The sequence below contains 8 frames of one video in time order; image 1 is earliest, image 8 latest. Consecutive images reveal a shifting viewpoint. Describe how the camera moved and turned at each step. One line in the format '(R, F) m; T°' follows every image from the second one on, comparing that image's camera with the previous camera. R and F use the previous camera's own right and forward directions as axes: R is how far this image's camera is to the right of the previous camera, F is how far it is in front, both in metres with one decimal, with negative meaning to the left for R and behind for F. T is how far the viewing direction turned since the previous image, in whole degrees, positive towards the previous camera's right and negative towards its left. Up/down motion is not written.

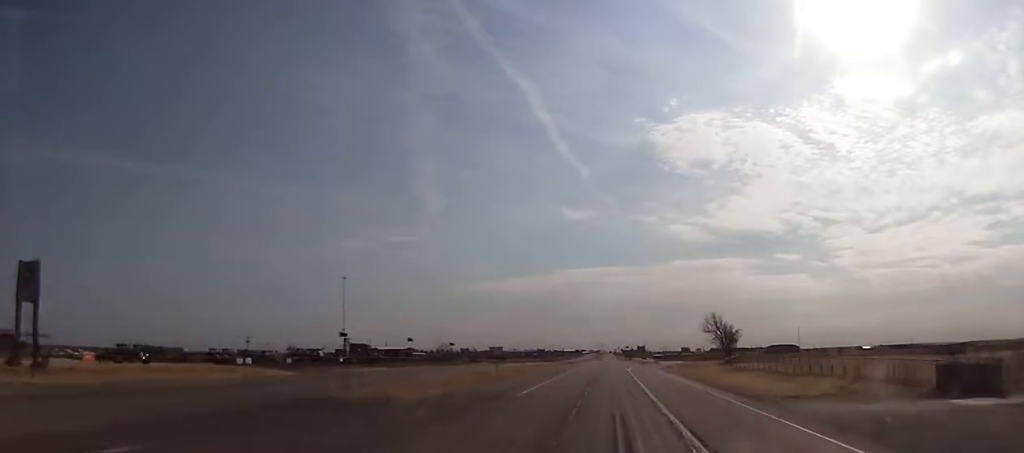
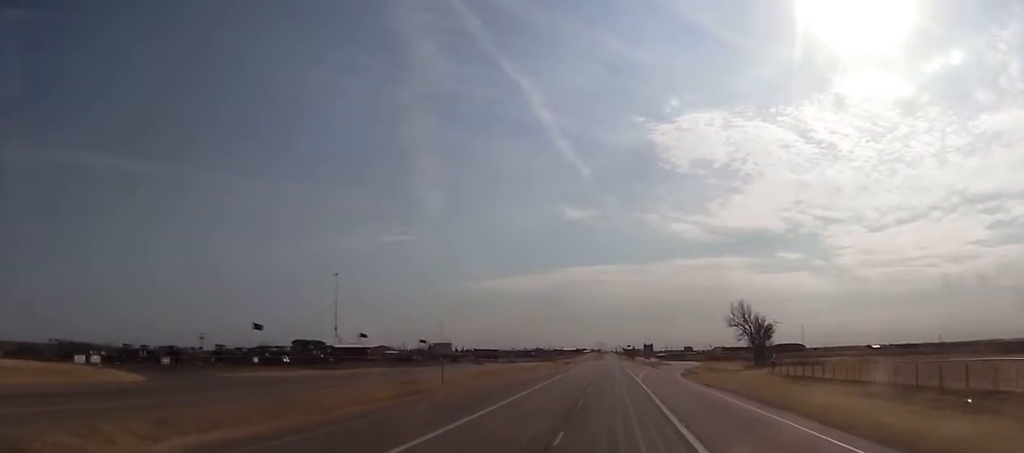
(+0.4, +29.9) m; 0°
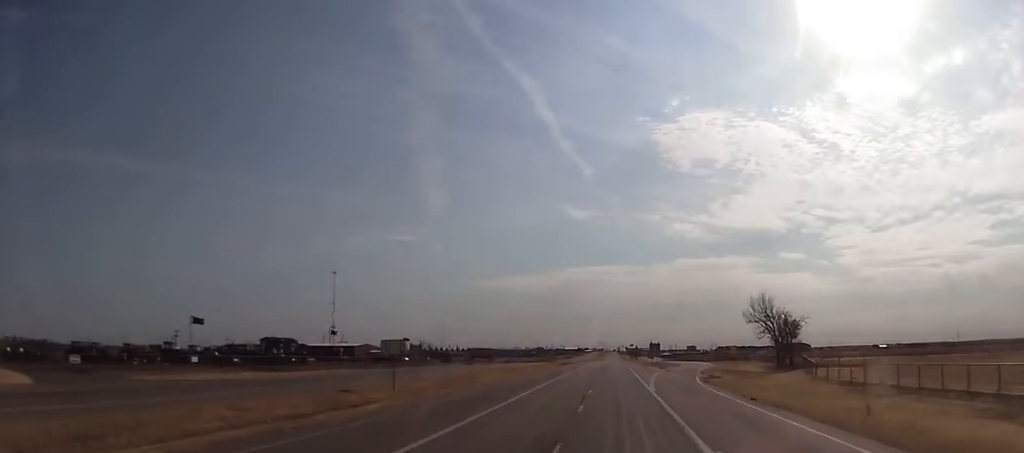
(-0.5, +14.9) m; 0°
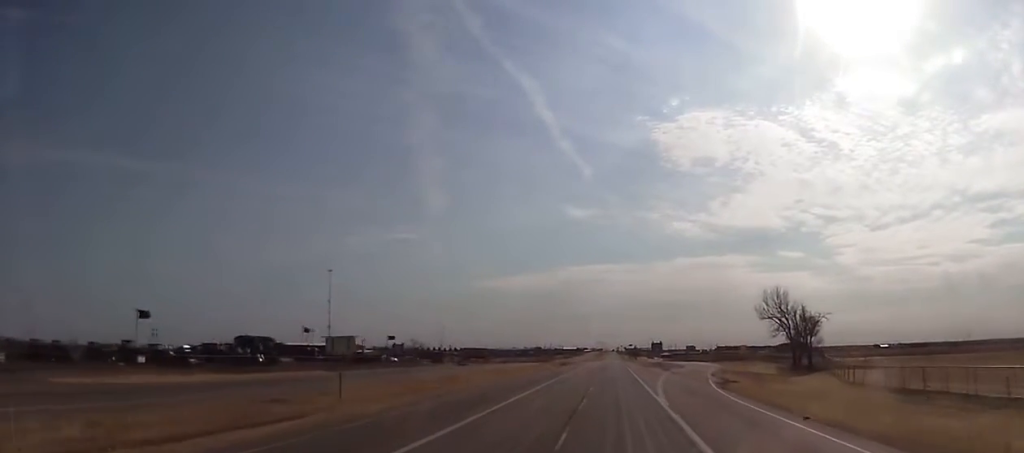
(+0.2, +9.6) m; 0°
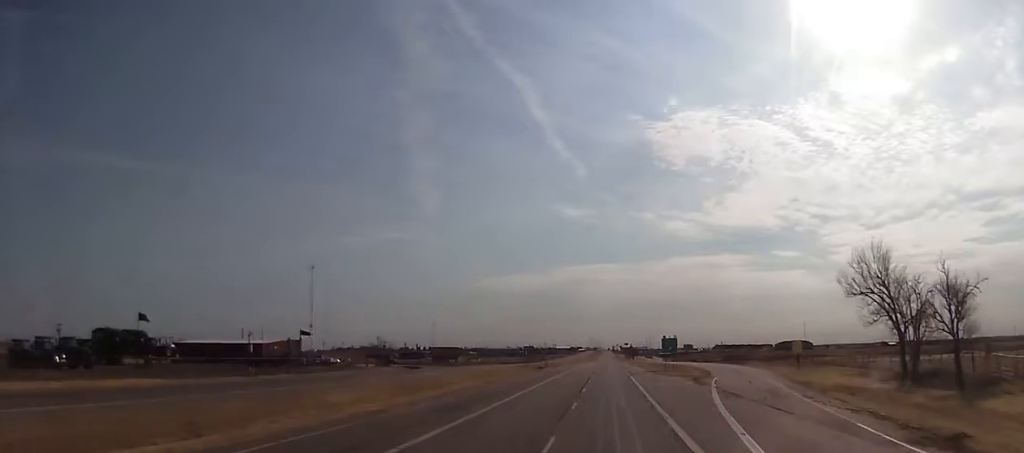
(-0.1, +37.7) m; 0°
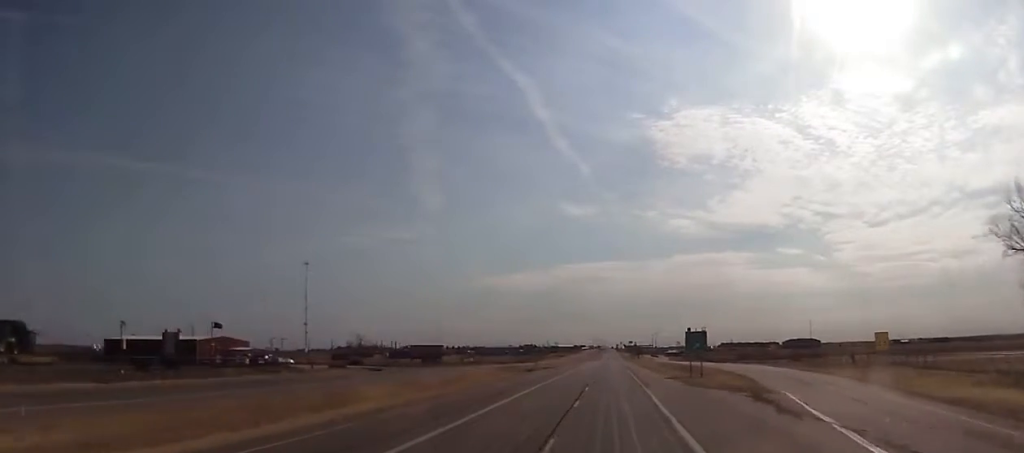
(+0.5, +25.1) m; 0°
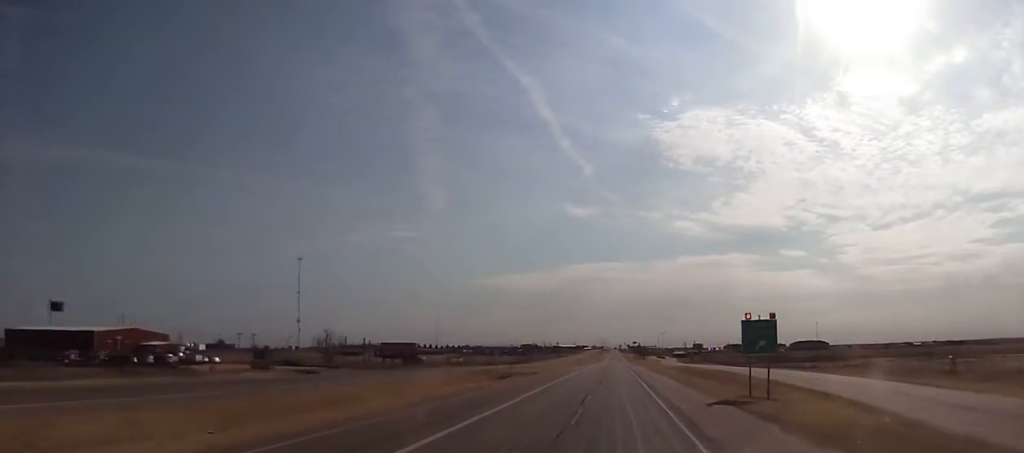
(-0.2, +27.3) m; 0°
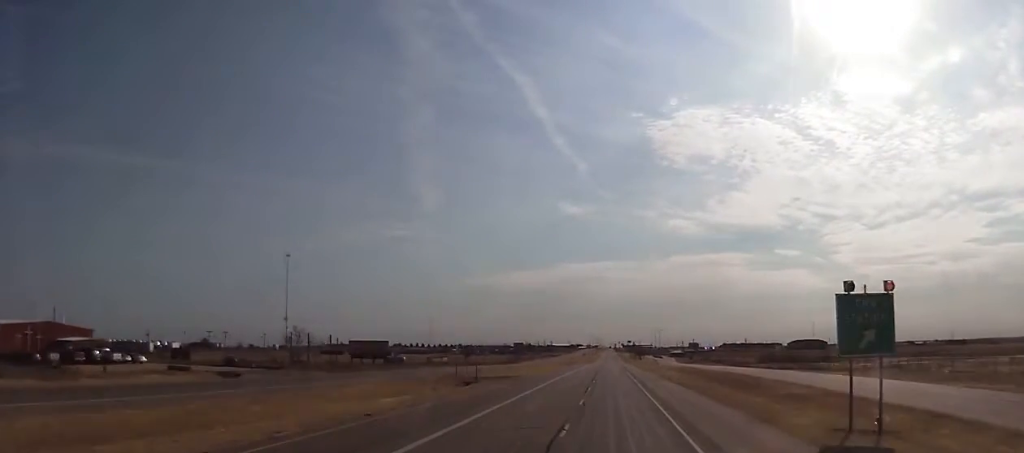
(+0.1, +17.6) m; -1°
